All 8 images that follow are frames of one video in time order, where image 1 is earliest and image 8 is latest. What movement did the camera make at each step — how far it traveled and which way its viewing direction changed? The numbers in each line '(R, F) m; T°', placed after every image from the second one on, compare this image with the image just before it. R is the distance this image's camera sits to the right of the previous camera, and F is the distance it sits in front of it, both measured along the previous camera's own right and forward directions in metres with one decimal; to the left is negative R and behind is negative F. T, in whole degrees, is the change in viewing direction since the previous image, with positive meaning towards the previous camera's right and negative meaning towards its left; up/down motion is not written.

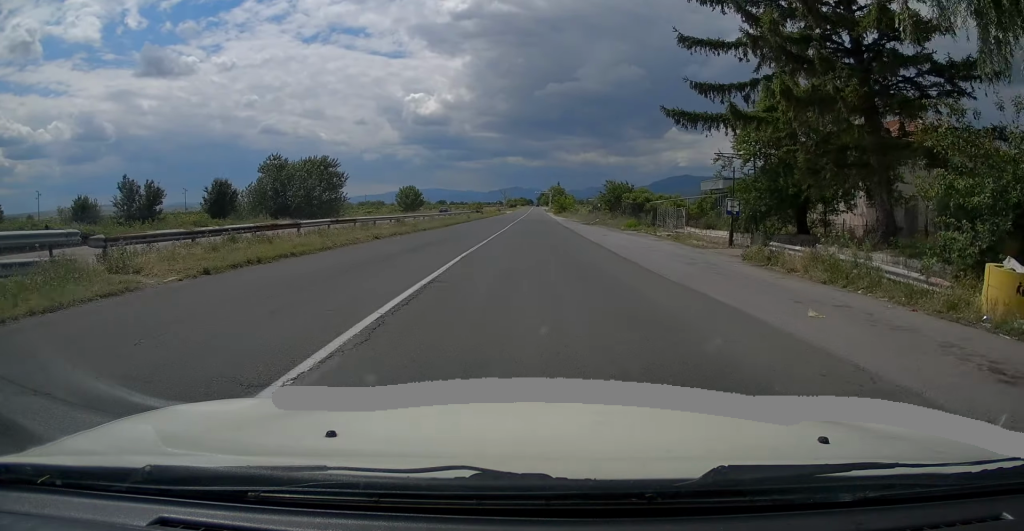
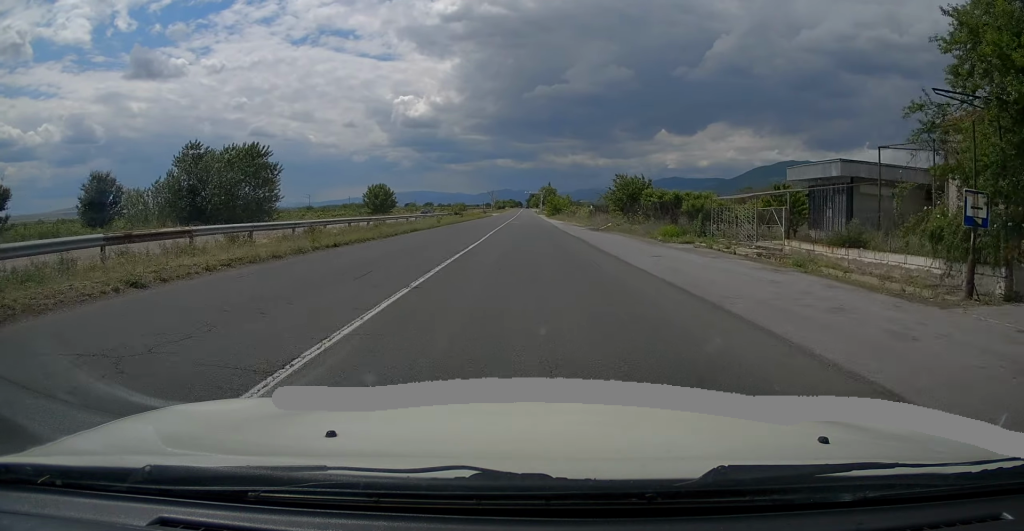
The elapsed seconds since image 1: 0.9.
(+0.3, +14.8) m; 0°
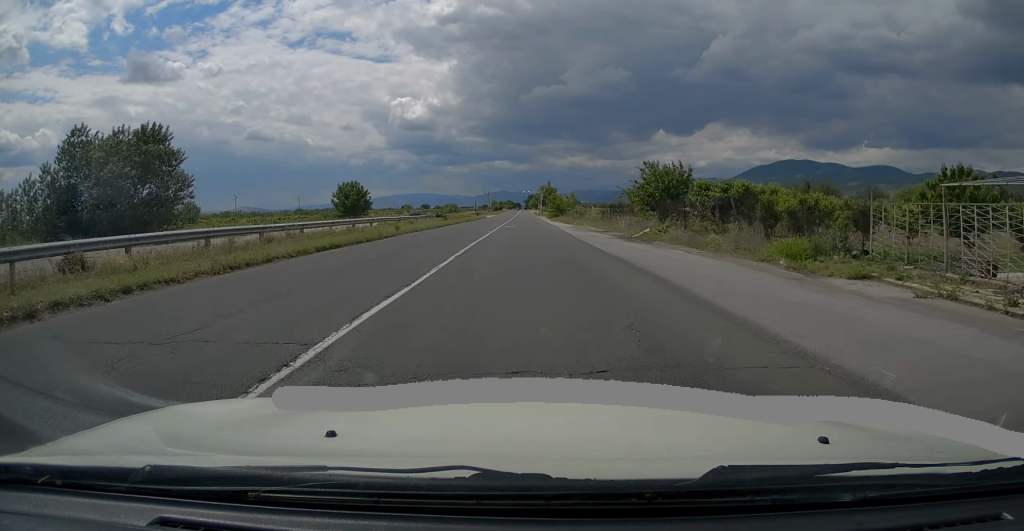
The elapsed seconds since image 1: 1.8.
(-0.4, +14.2) m; -1°
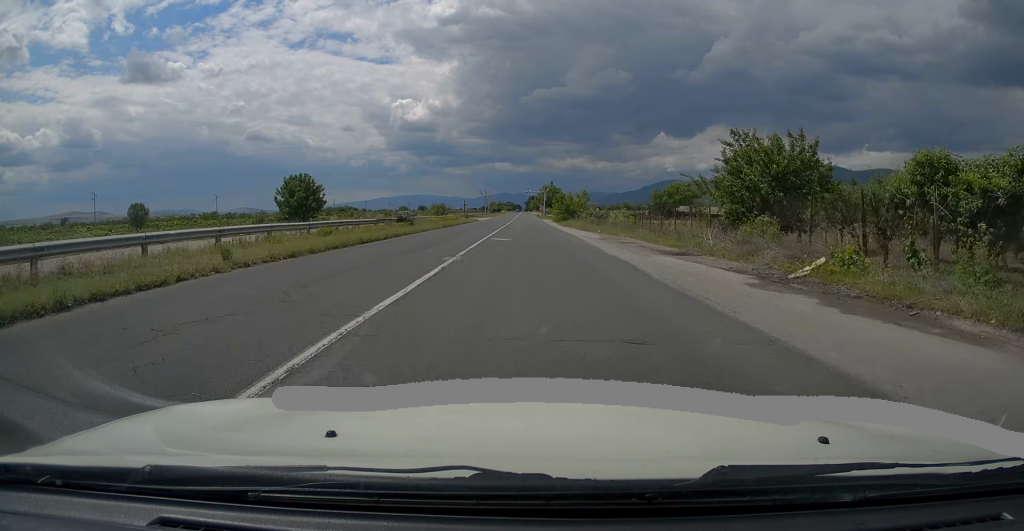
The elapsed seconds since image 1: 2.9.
(+0.2, +18.4) m; +1°
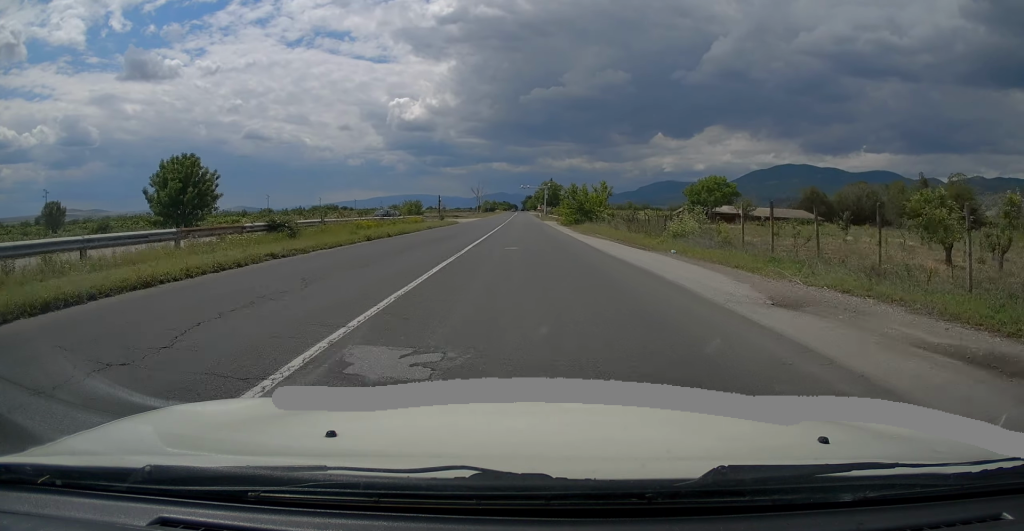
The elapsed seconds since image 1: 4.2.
(+0.1, +21.3) m; 0°
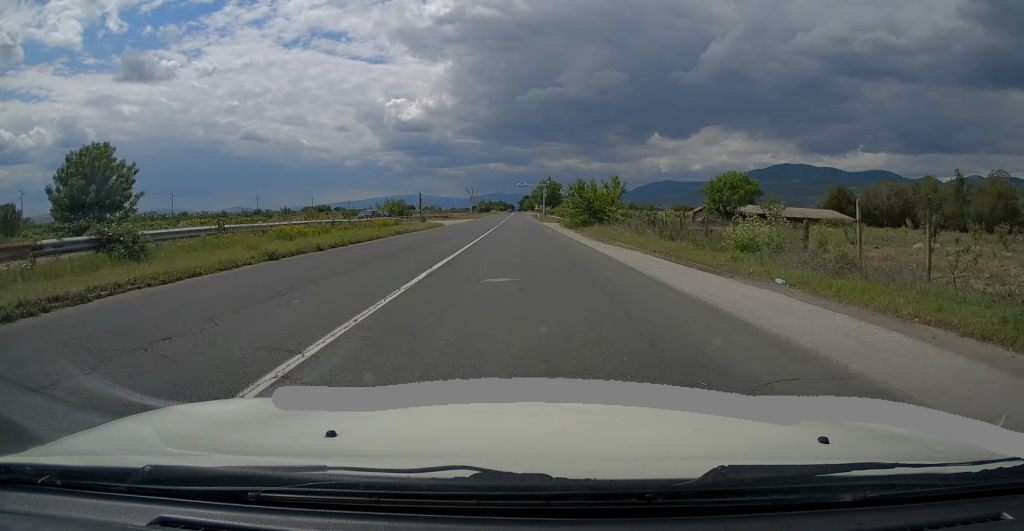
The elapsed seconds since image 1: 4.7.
(+0.1, +9.0) m; 0°
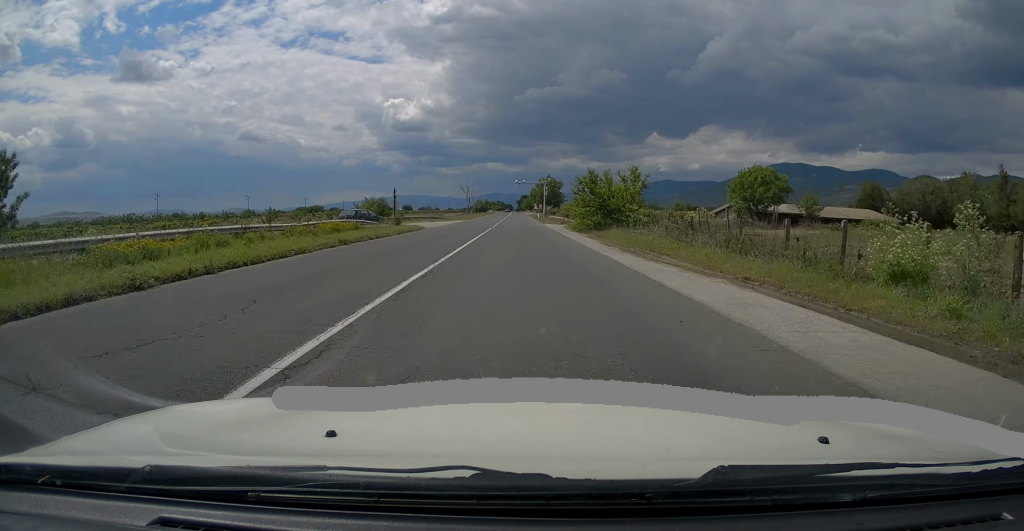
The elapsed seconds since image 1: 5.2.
(0.0, +9.1) m; 0°
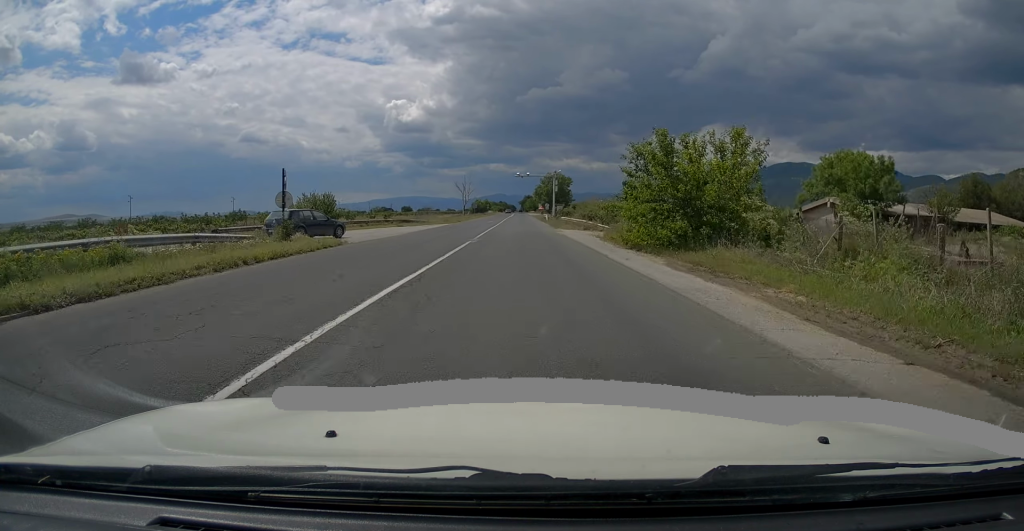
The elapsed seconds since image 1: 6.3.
(-0.1, +18.7) m; 0°
